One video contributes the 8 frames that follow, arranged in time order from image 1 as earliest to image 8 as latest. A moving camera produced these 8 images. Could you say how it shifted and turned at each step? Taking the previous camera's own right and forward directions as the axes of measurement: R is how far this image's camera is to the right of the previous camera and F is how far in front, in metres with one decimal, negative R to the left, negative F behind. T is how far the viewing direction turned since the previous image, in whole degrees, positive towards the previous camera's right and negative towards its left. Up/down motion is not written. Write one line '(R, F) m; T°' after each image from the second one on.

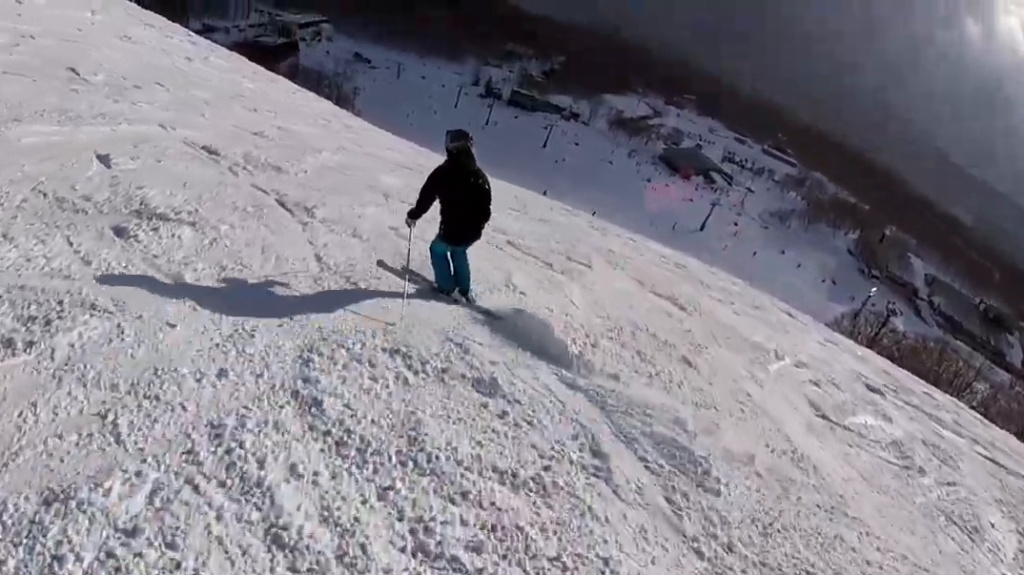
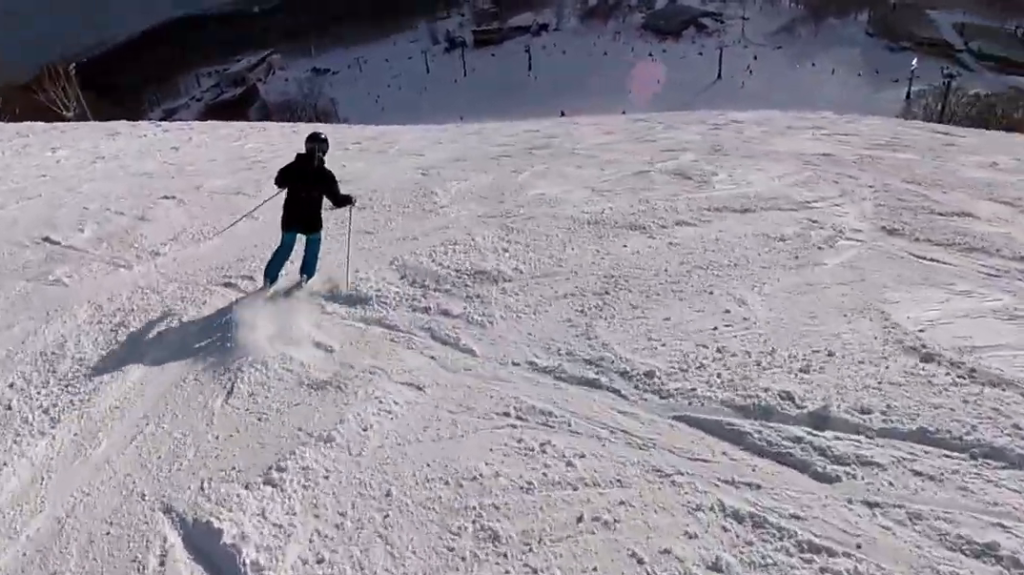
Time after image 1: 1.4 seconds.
(-1.0, +6.1) m; +8°
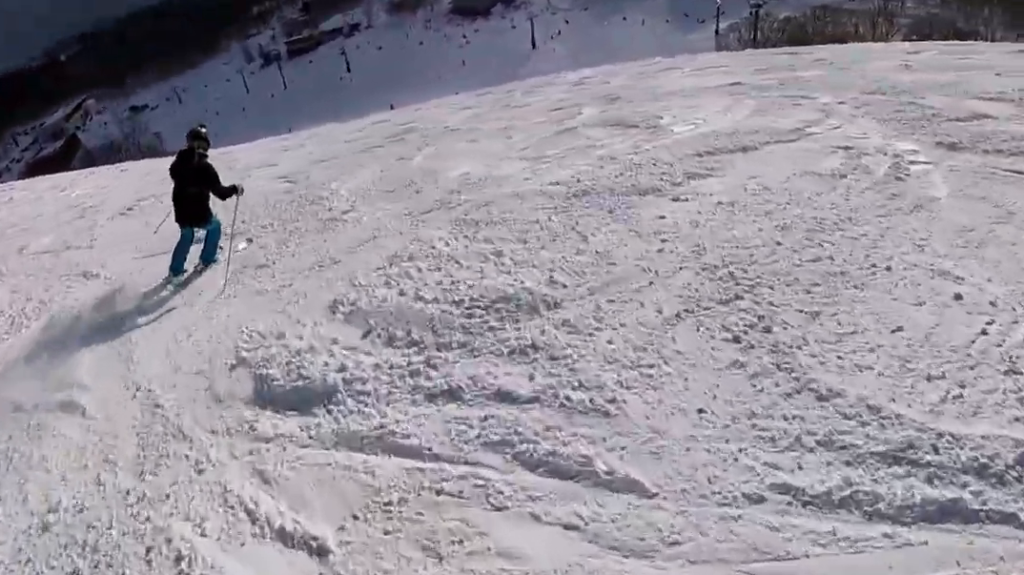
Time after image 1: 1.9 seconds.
(+0.4, +2.0) m; +13°
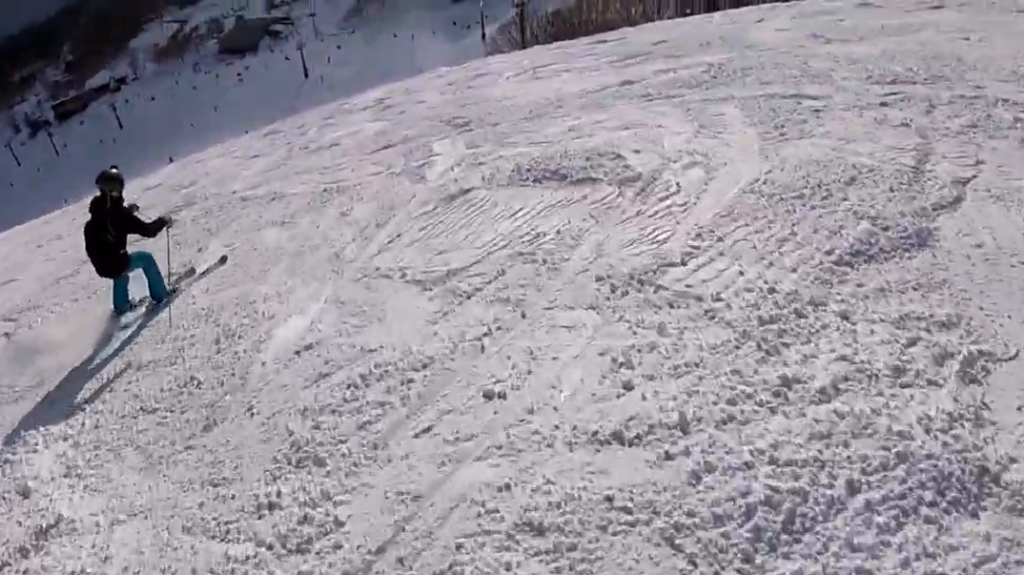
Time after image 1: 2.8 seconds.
(+0.9, +3.8) m; +17°
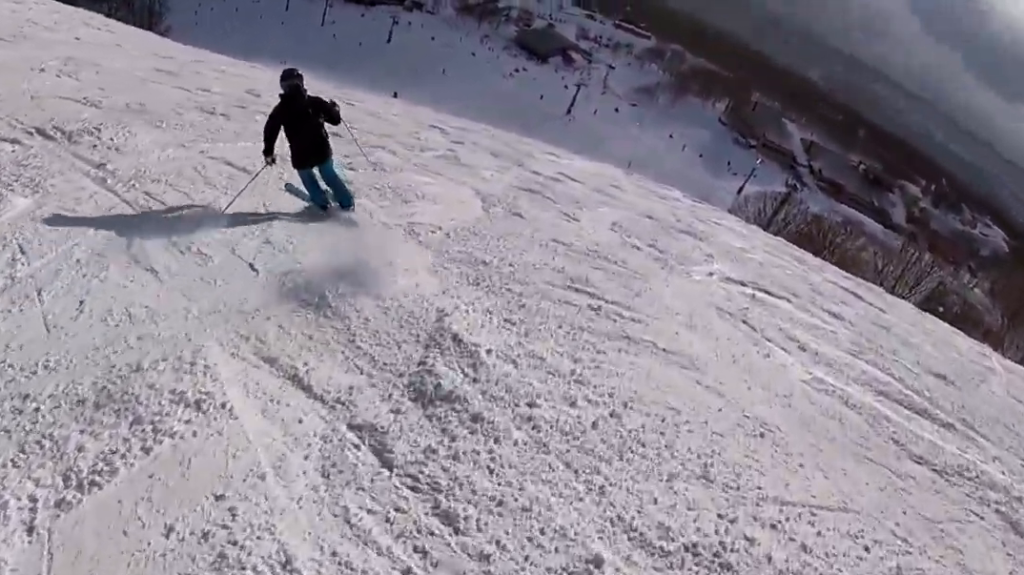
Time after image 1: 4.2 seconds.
(-0.3, +6.6) m; -23°
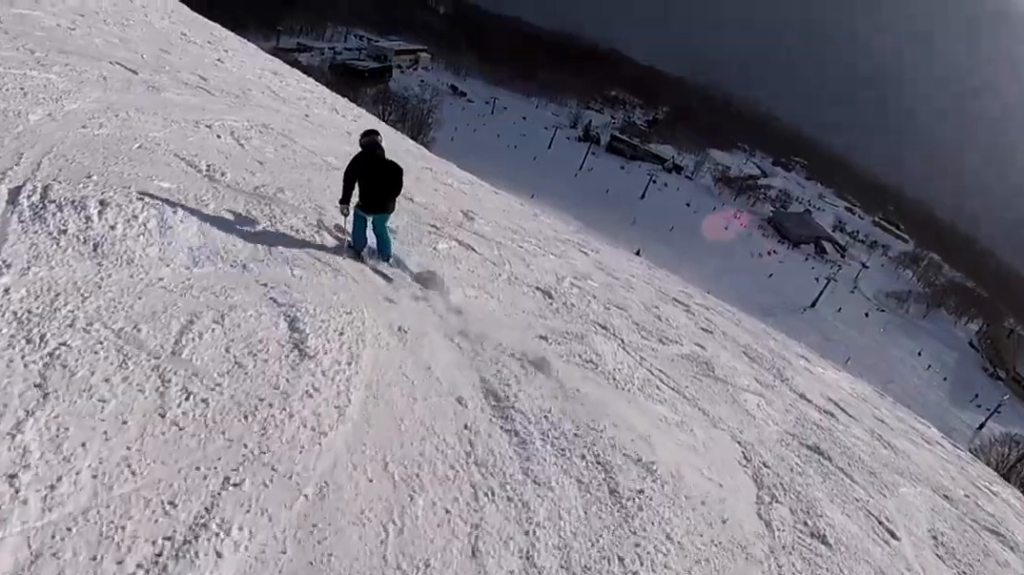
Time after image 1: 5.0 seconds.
(-0.9, +4.0) m; -17°
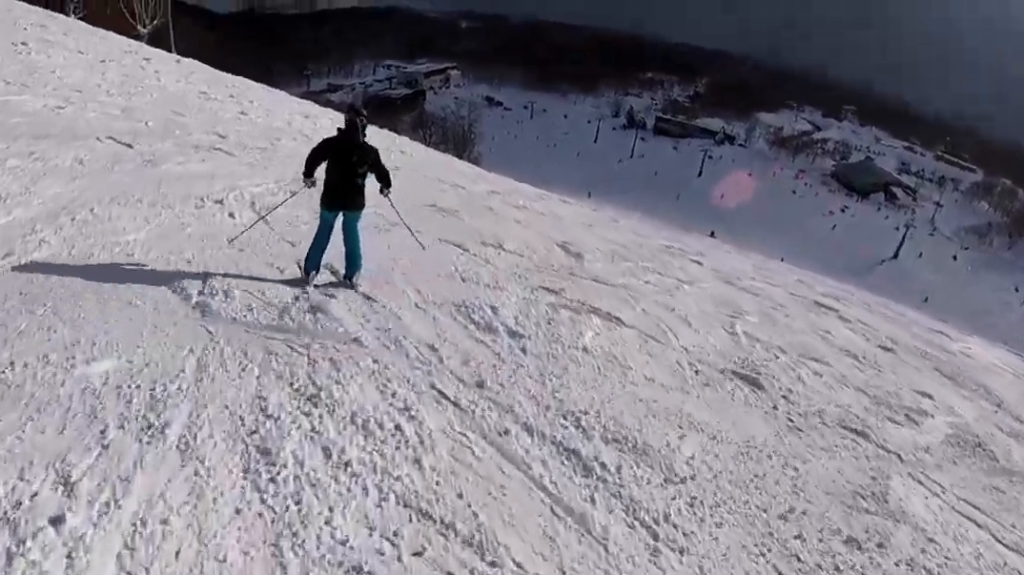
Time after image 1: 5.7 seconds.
(-0.4, +3.4) m; -5°
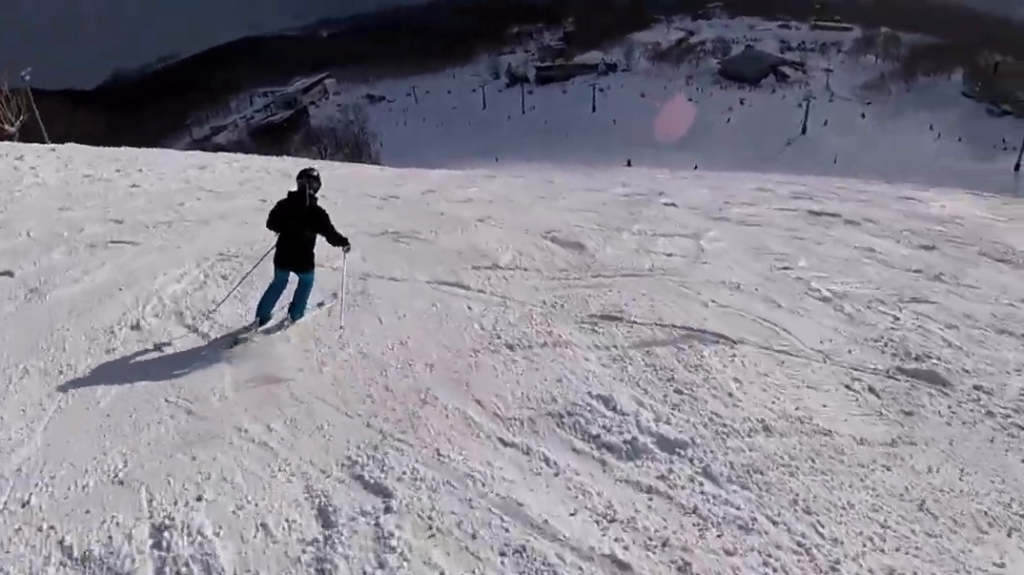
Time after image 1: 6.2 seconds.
(-0.1, +2.3) m; +6°
